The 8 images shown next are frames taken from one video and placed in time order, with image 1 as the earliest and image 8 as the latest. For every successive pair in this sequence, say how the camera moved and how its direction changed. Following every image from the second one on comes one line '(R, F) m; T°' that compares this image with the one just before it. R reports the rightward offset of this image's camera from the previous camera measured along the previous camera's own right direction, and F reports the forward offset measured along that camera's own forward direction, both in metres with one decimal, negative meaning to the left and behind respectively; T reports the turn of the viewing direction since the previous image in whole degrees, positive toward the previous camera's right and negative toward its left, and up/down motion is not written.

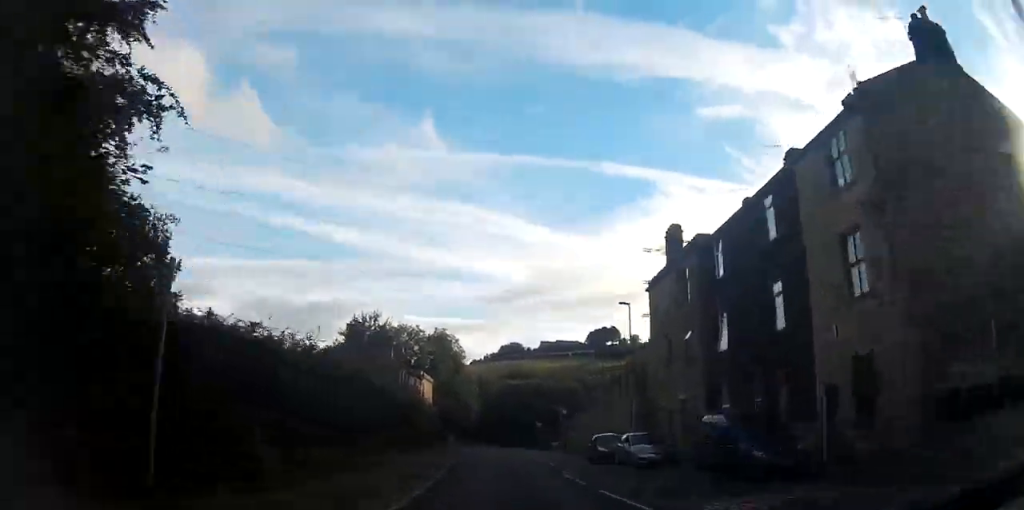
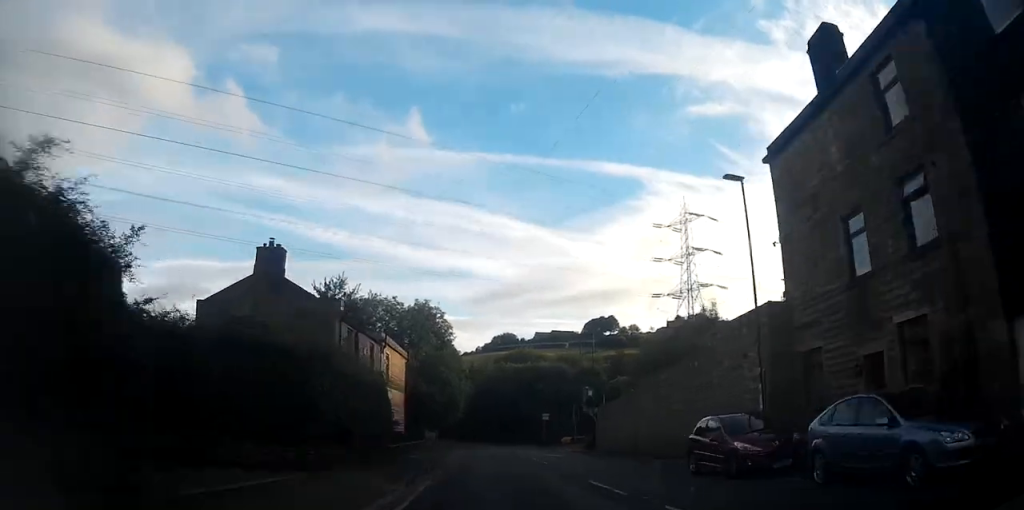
(+0.8, +17.4) m; +2°
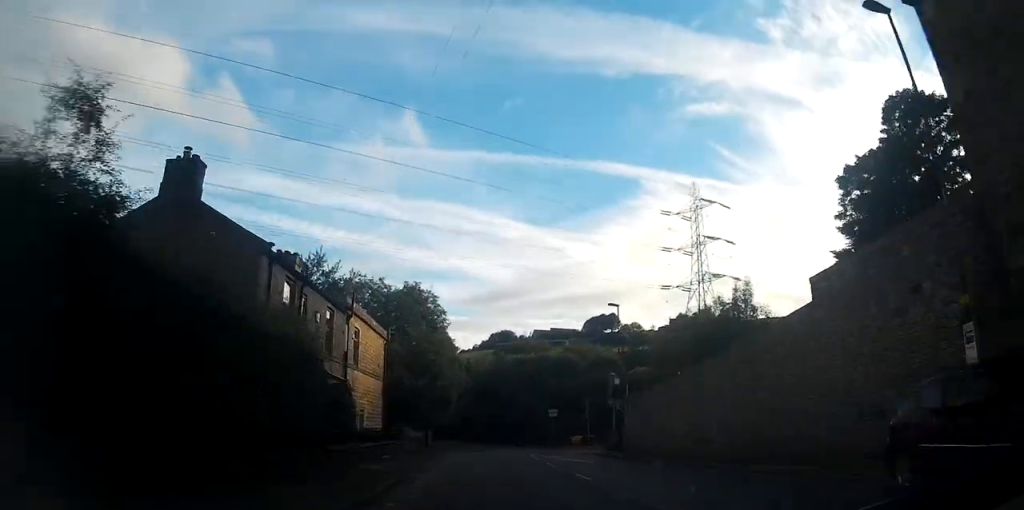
(0.0, +9.0) m; 0°
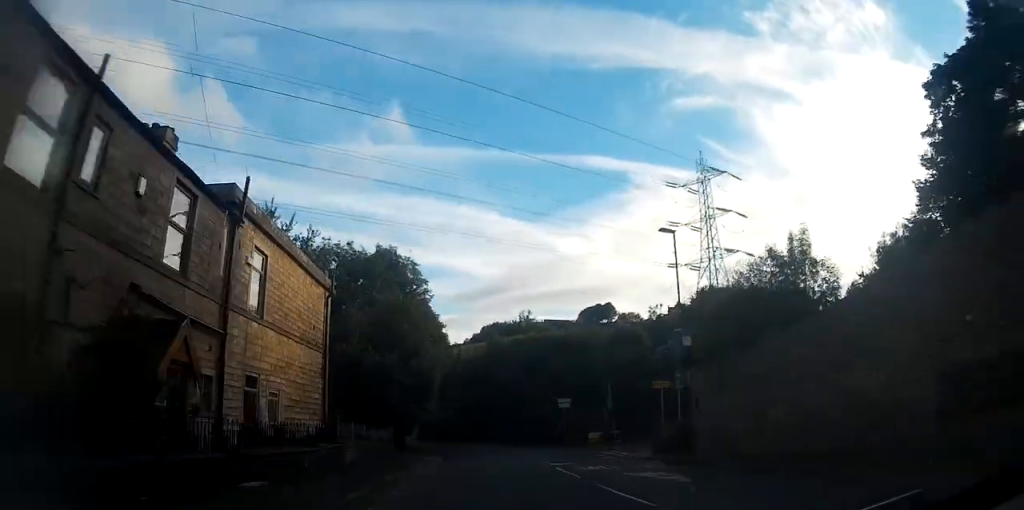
(0.0, +12.3) m; 0°
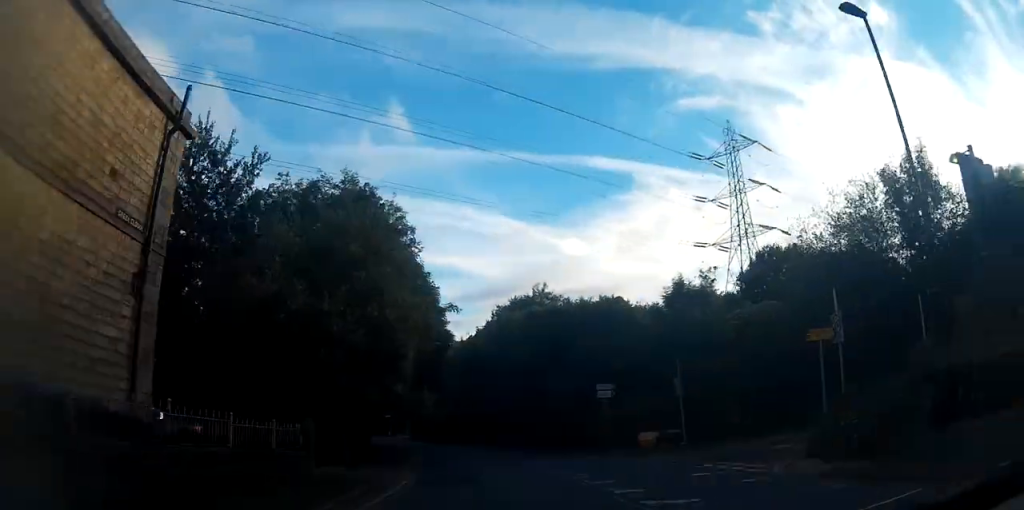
(+0.1, +13.8) m; -2°
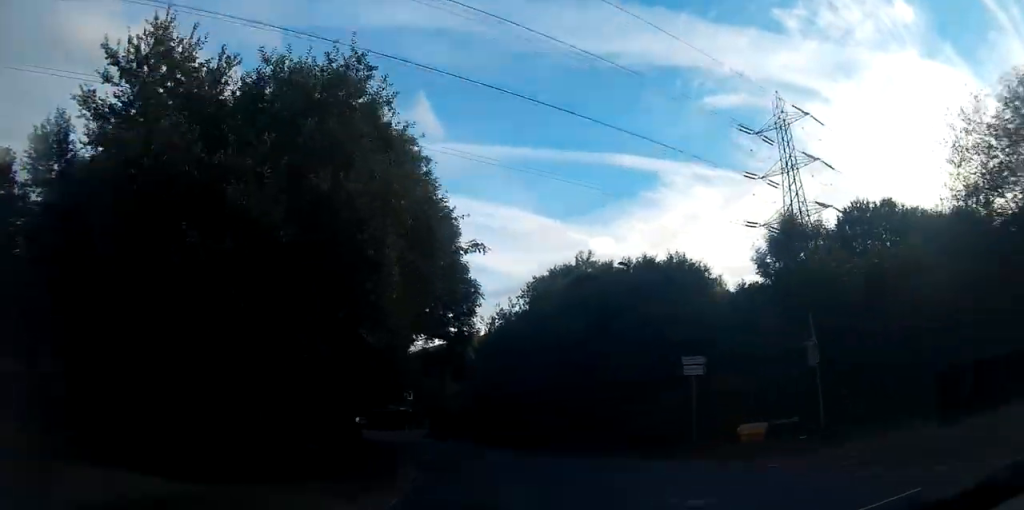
(-0.4, +9.9) m; -3°
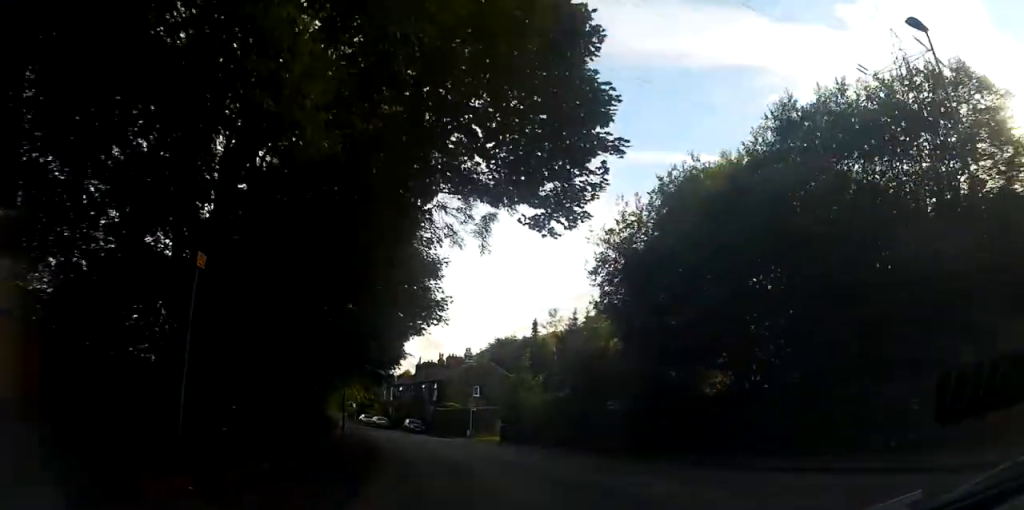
(-0.6, +18.6) m; -4°
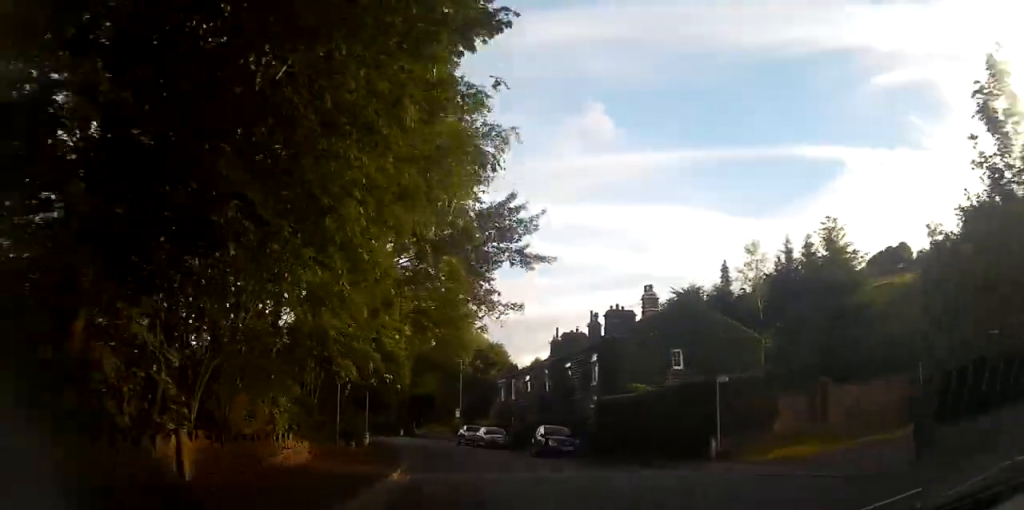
(-2.7, +33.5) m; -12°
